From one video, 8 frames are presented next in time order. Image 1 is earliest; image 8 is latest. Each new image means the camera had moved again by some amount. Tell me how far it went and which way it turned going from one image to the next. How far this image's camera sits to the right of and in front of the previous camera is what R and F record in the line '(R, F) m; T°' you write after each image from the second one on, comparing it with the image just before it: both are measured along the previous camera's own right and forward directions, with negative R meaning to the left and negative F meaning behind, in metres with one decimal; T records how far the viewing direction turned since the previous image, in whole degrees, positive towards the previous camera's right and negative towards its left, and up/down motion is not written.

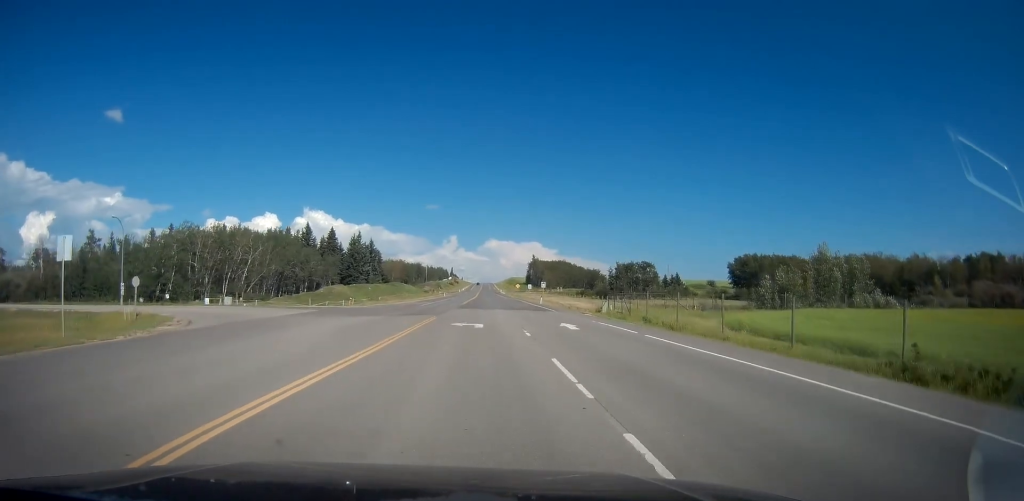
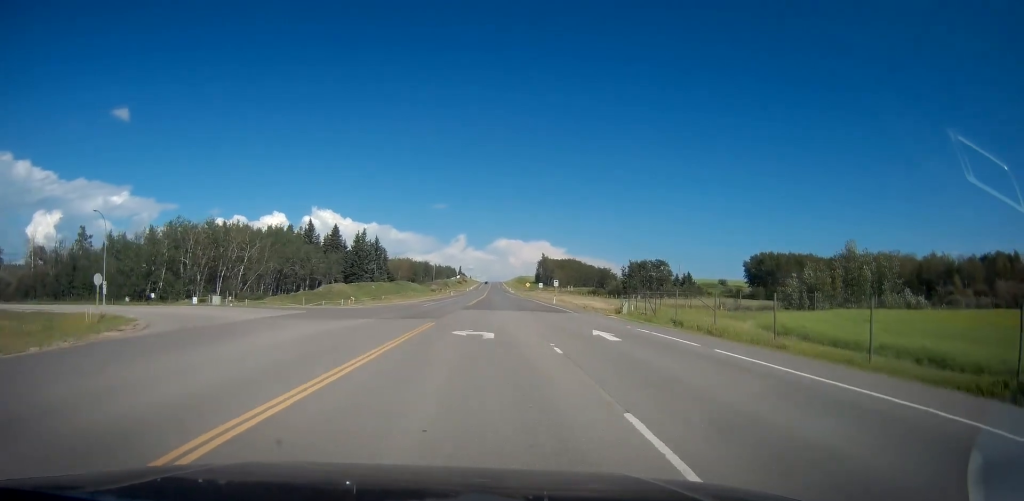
(0.0, +5.3) m; 0°
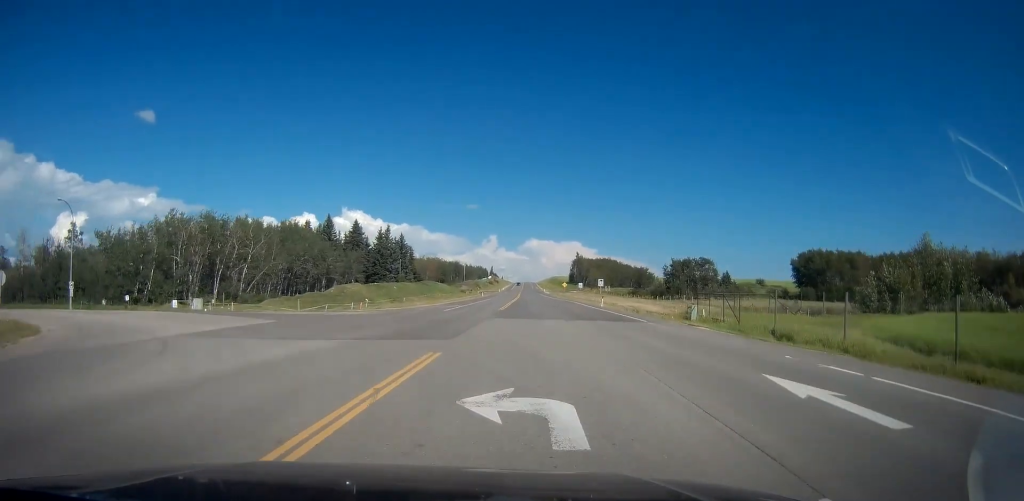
(0.0, +10.9) m; -5°
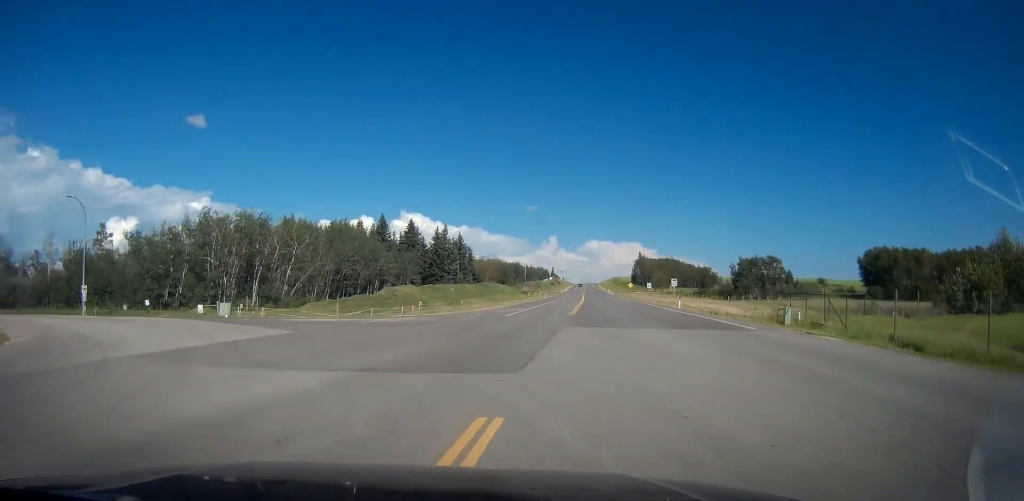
(-0.6, +5.9) m; -6°
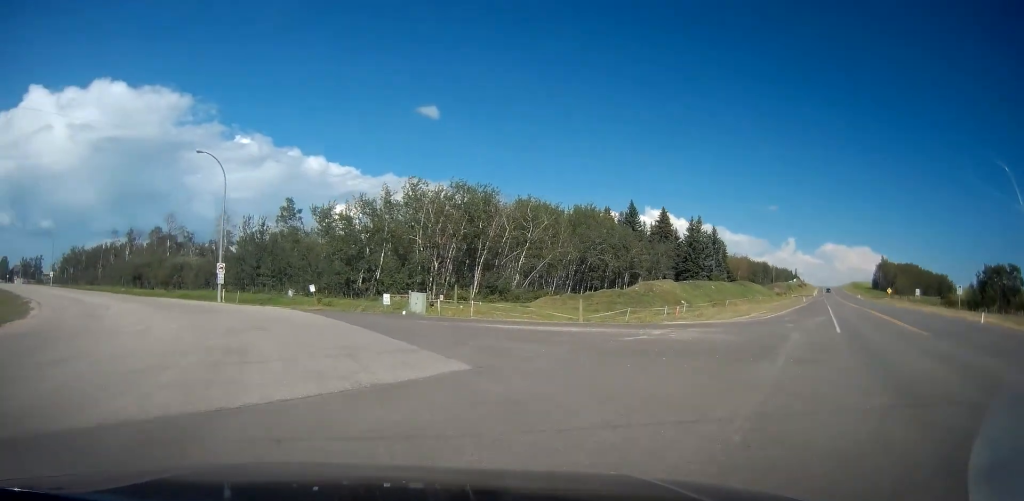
(-1.6, +12.5) m; -23°
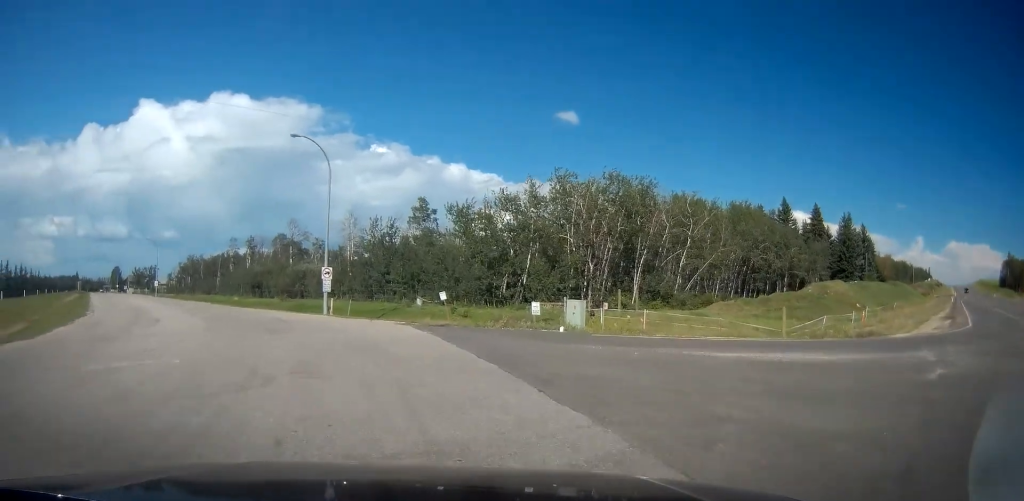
(-1.4, +6.4) m; -17°
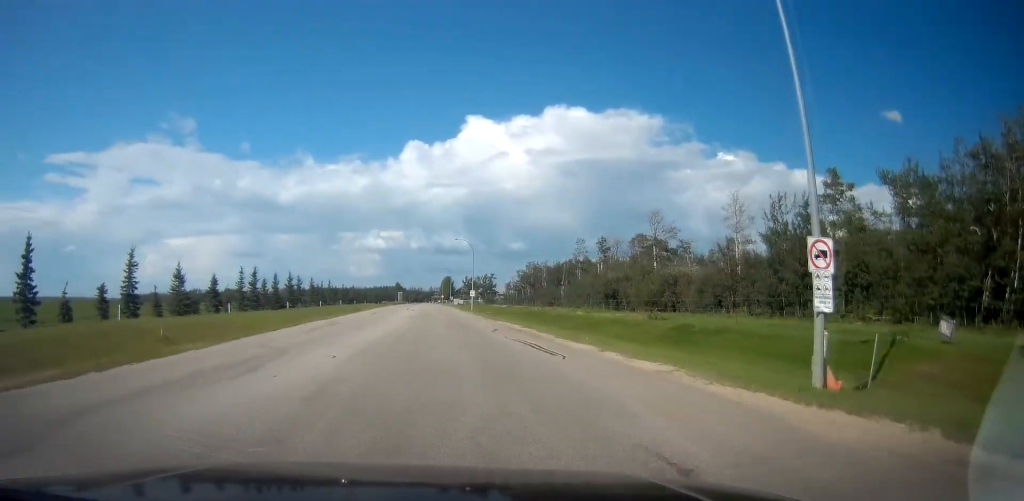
(-6.7, +19.6) m; -33°
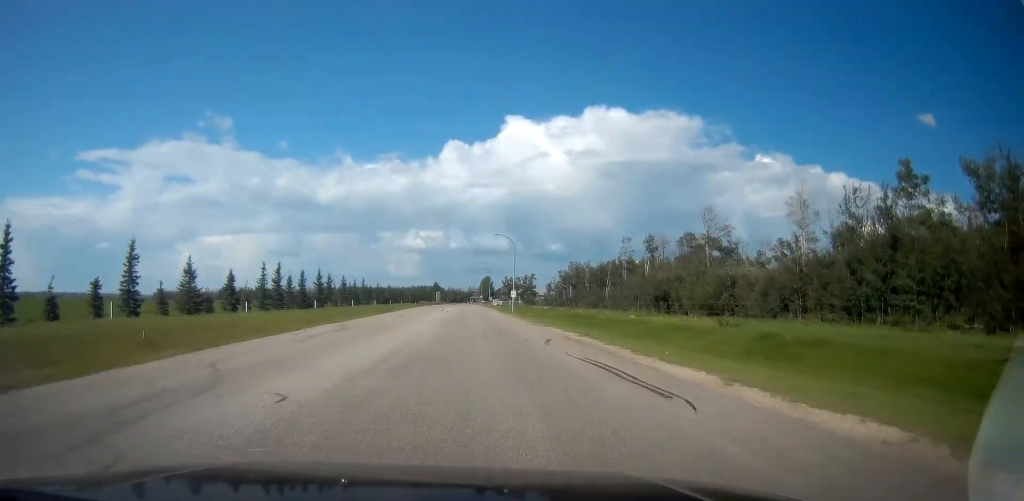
(0.0, +5.5) m; -6°
